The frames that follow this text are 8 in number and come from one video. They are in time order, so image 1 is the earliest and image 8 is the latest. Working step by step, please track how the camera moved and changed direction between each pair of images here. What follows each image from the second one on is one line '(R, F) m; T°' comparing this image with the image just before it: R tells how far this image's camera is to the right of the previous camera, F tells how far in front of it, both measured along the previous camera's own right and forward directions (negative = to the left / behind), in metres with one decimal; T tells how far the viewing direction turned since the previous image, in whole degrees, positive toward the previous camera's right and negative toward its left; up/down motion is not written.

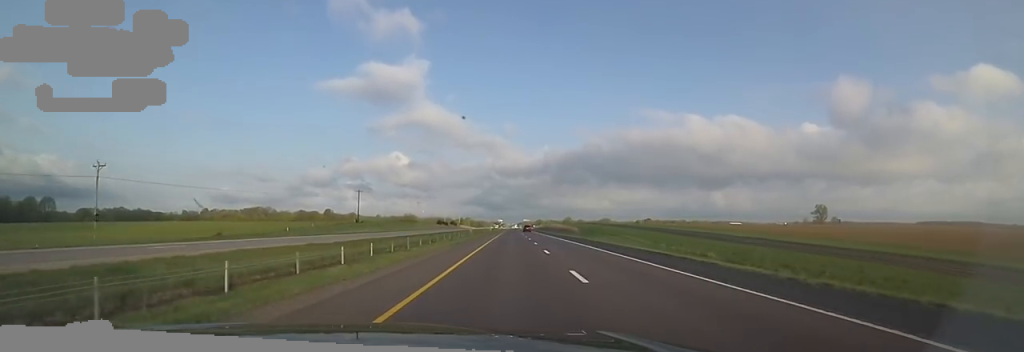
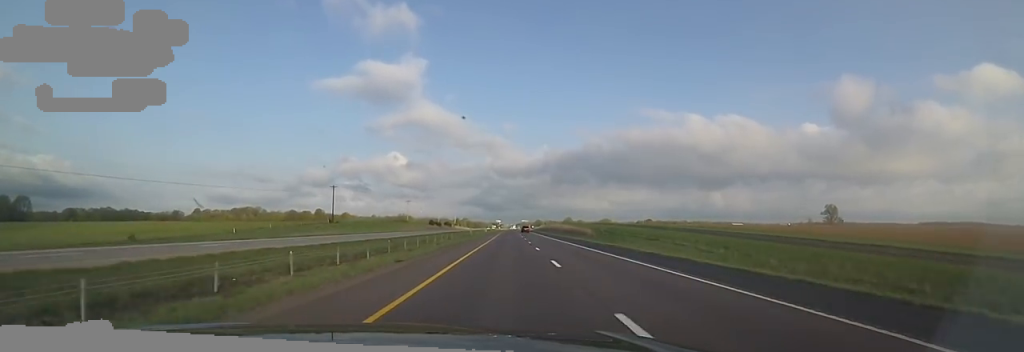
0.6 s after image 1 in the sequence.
(+0.9, +20.1) m; +2°
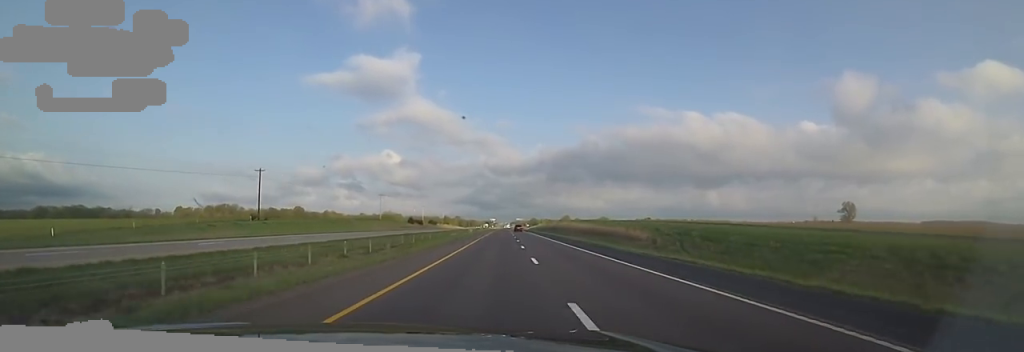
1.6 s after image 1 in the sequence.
(+0.6, +36.9) m; 0°
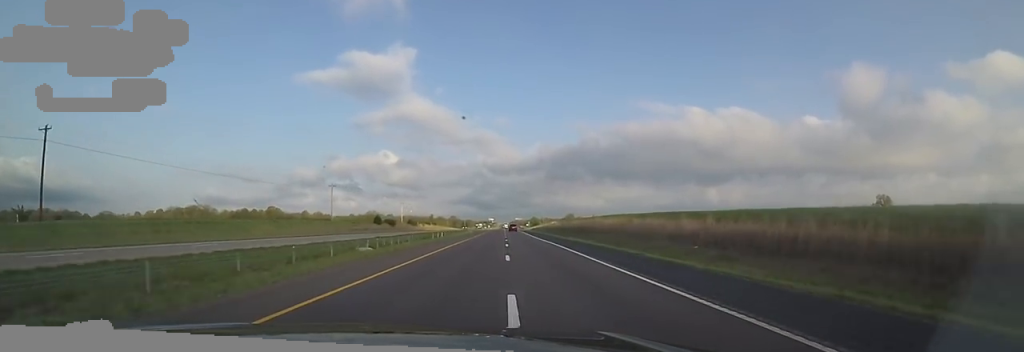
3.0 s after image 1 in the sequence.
(-0.9, +48.8) m; -2°
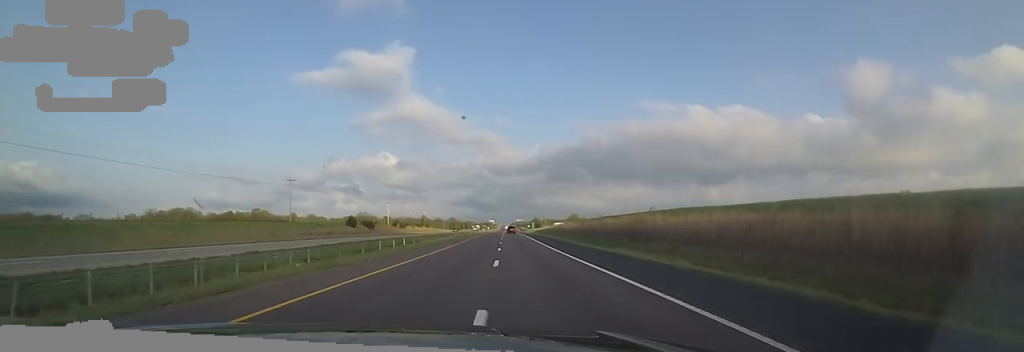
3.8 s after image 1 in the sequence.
(-0.2, +26.4) m; 0°
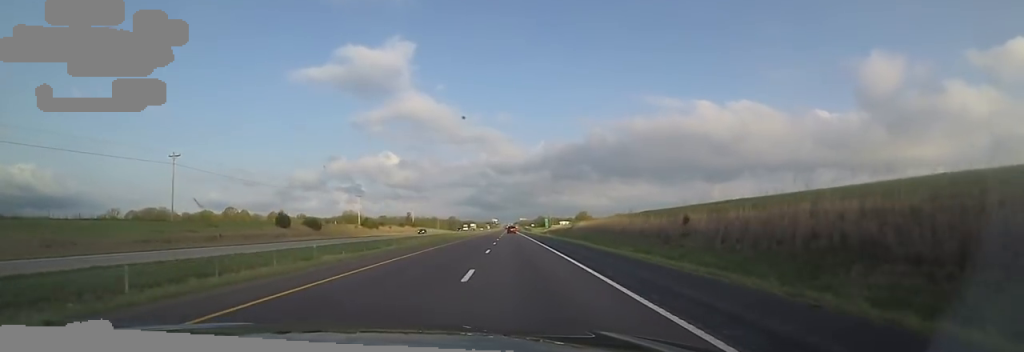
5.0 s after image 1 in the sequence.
(+0.5, +40.9) m; +1°
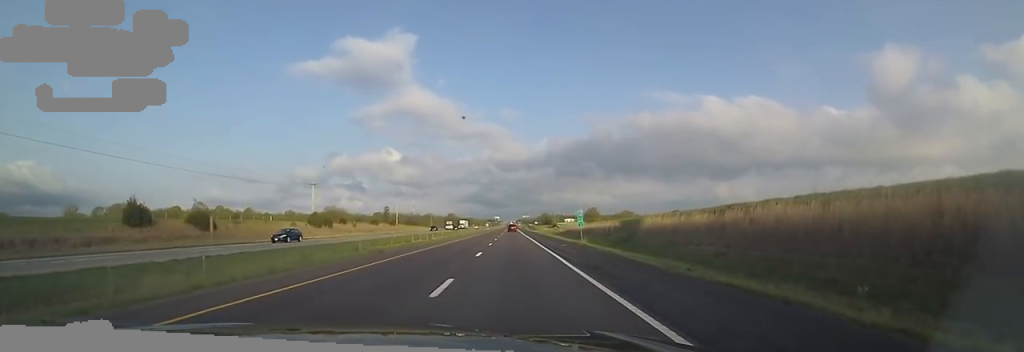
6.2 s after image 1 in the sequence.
(+0.3, +38.5) m; 0°
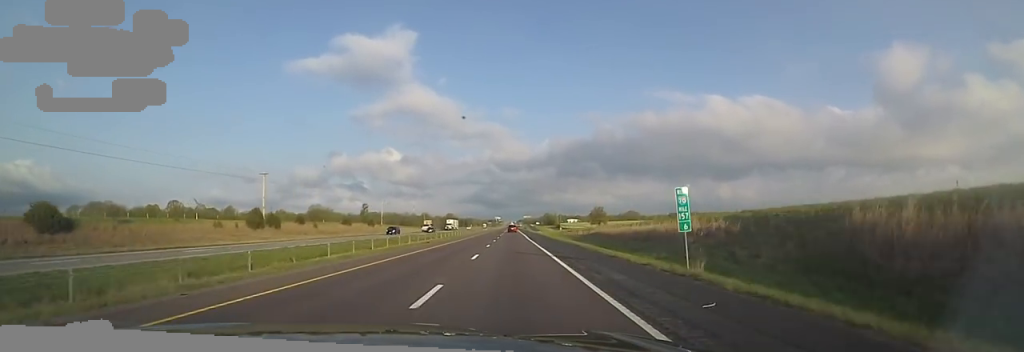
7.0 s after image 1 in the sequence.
(+0.1, +24.8) m; -2°
